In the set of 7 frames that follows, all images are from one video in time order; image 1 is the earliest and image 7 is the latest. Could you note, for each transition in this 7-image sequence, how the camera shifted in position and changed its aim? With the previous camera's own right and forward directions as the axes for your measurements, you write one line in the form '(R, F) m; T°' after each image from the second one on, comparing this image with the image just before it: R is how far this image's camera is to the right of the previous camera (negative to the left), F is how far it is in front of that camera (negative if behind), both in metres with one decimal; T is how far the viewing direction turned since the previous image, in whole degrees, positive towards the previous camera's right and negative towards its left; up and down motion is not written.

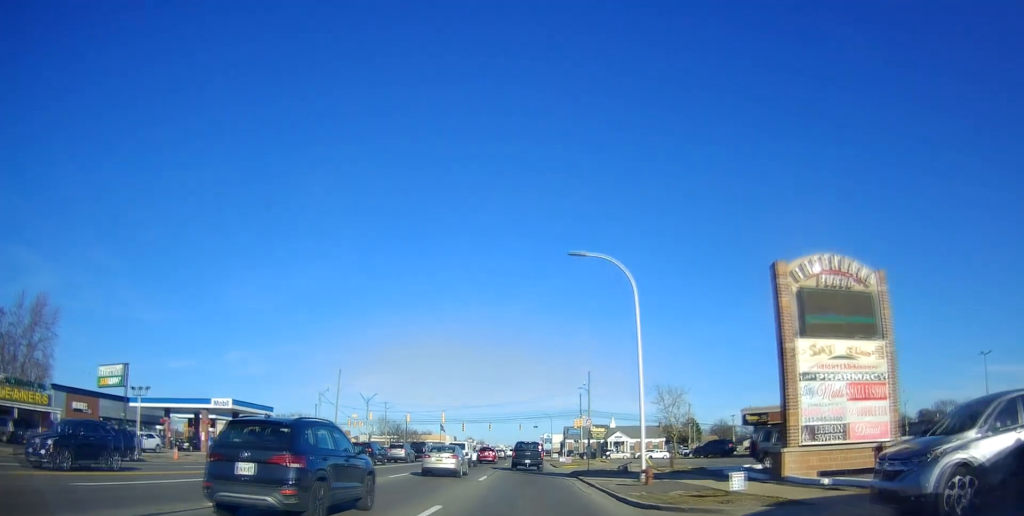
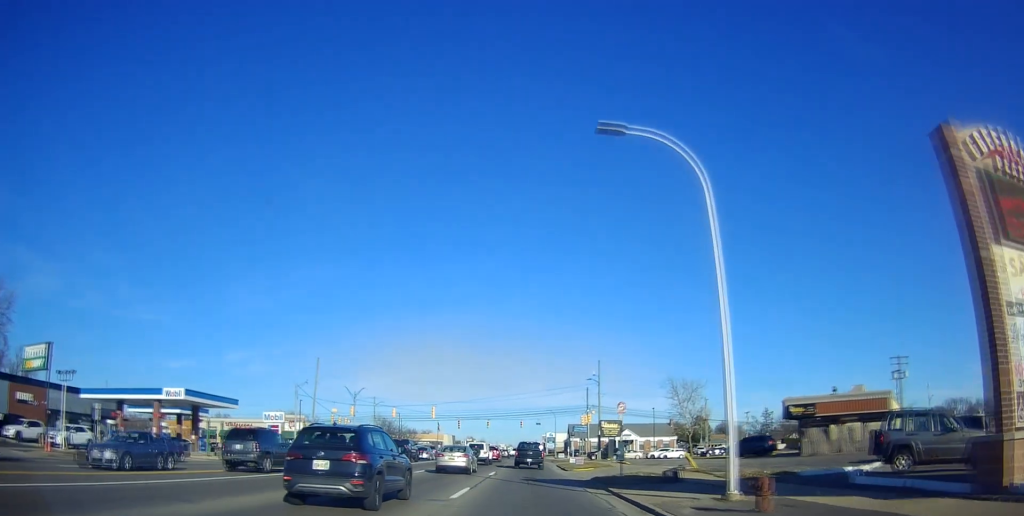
(0.0, +7.3) m; -2°
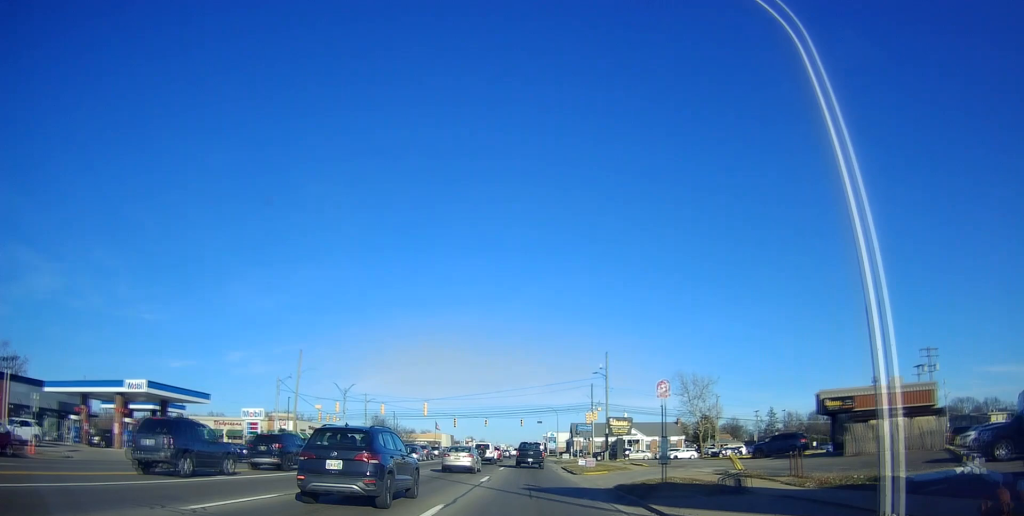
(0.0, +4.7) m; -1°
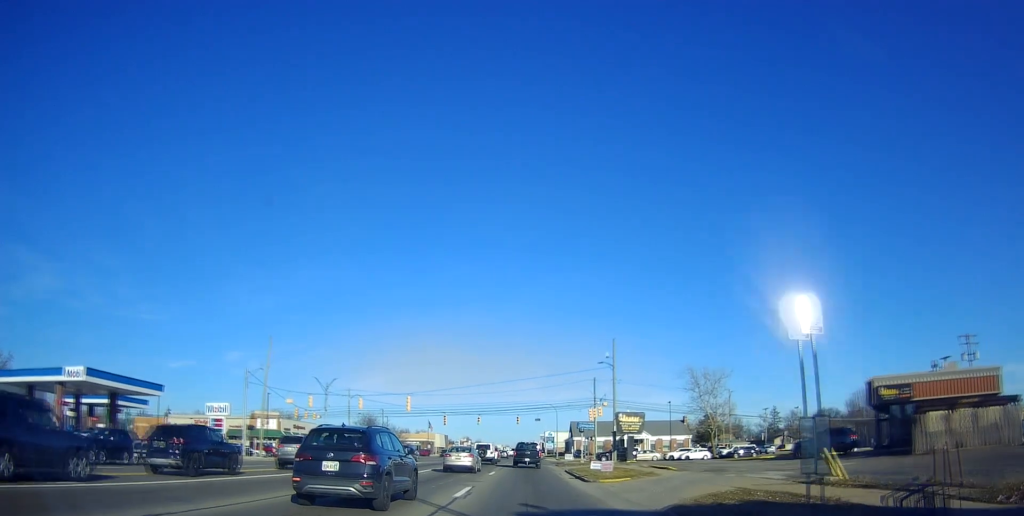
(-0.3, +6.3) m; +1°
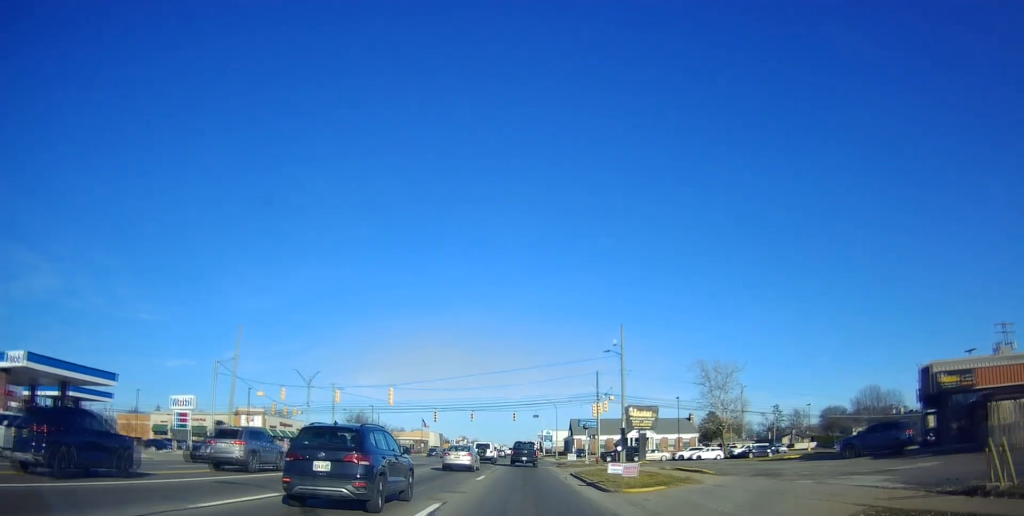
(+0.3, +5.5) m; +2°
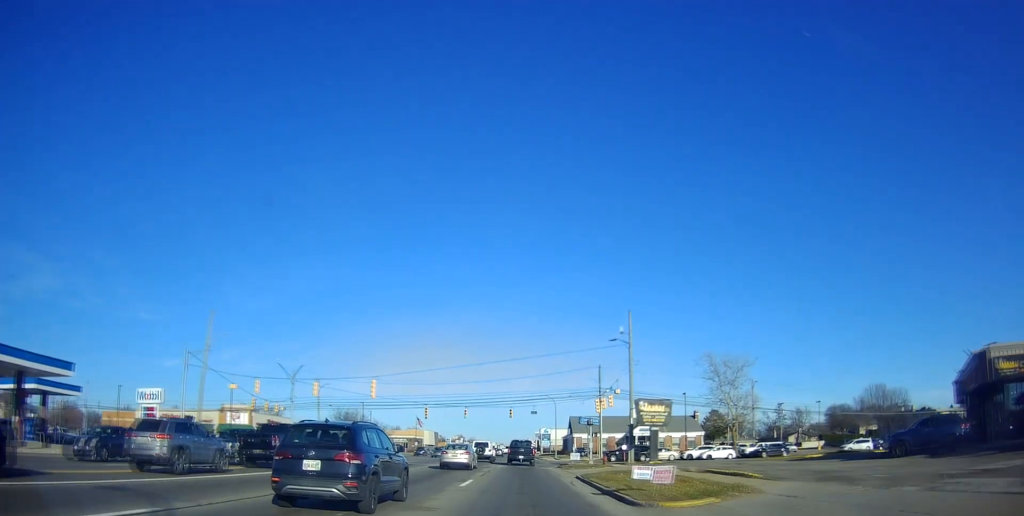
(+0.1, +4.3) m; +1°
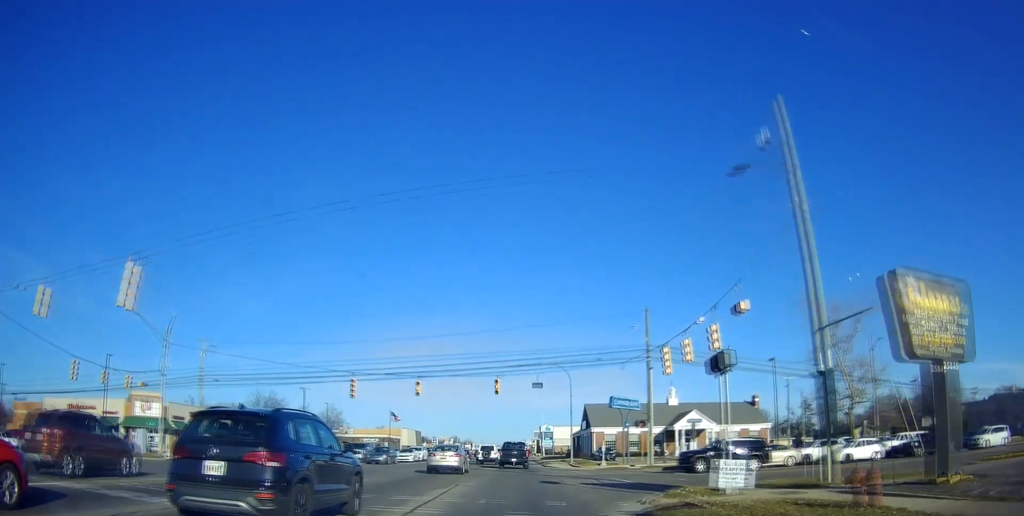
(-0.1, +27.0) m; -2°
